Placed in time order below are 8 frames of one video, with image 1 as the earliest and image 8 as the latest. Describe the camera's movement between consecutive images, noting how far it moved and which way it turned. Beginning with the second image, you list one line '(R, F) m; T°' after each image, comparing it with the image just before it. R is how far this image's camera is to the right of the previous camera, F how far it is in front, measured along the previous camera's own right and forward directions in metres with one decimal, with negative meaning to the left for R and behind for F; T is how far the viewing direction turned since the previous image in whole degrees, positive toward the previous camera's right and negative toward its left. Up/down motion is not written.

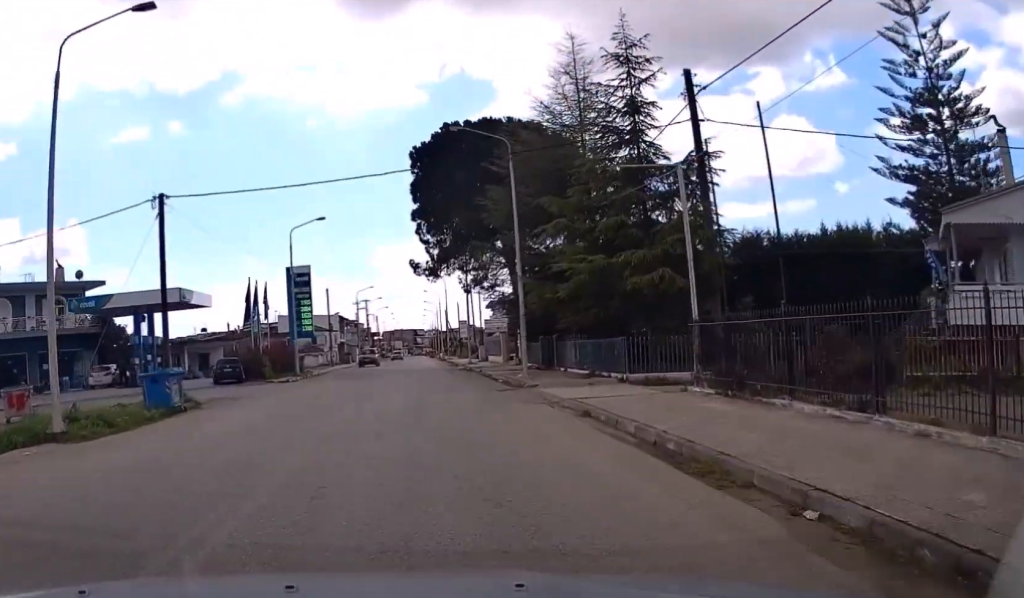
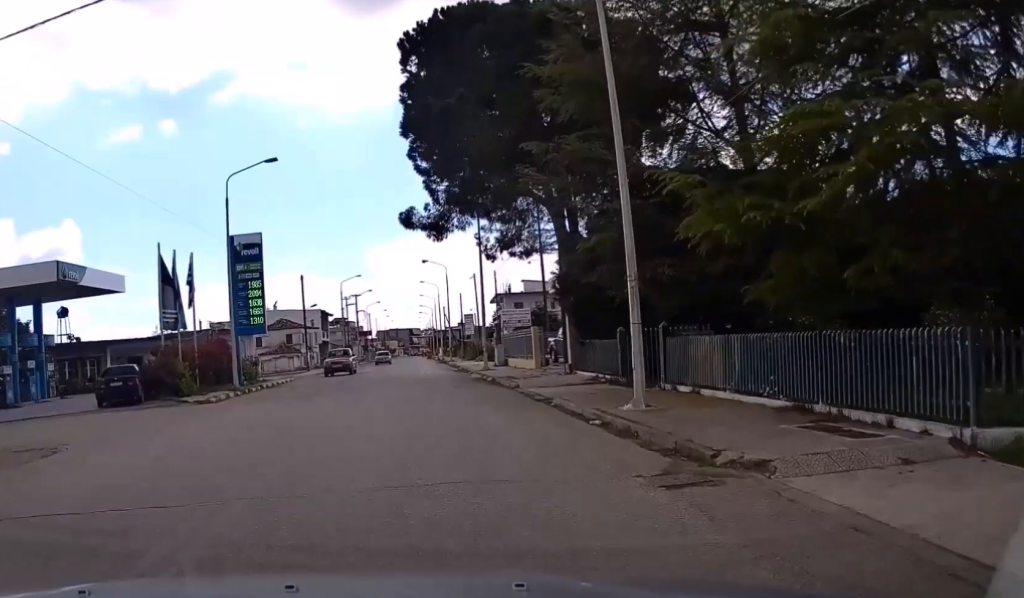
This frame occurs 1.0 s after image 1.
(+0.2, +15.3) m; 0°
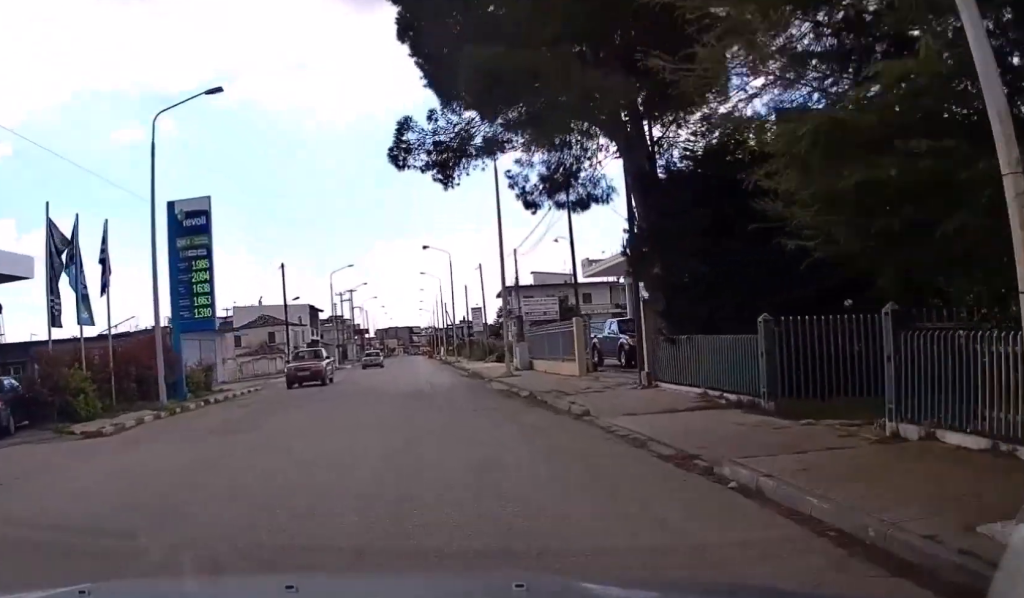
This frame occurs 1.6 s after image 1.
(0.0, +9.6) m; +1°
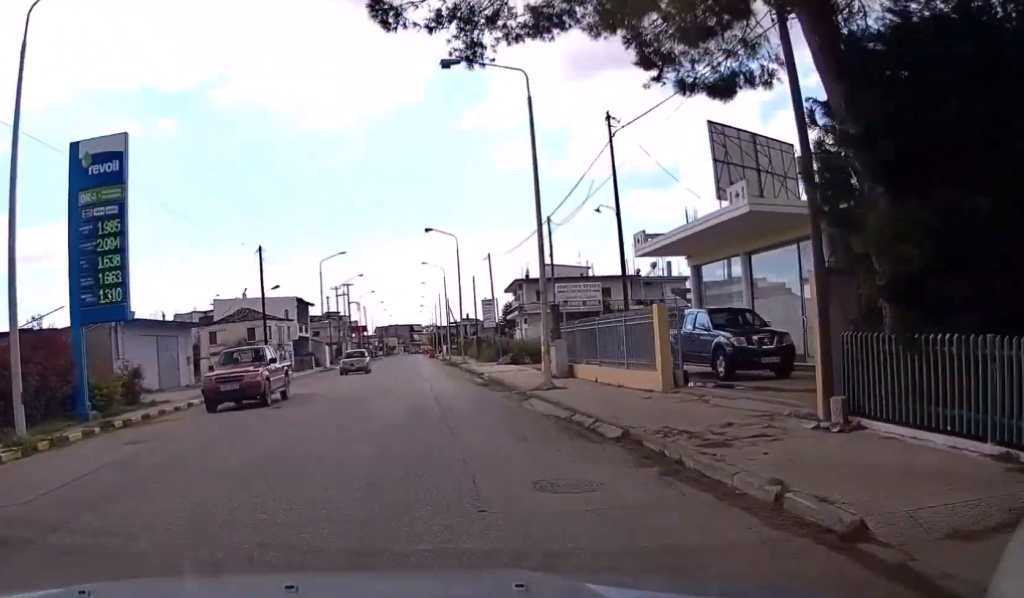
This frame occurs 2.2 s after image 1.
(-0.1, +9.1) m; +1°
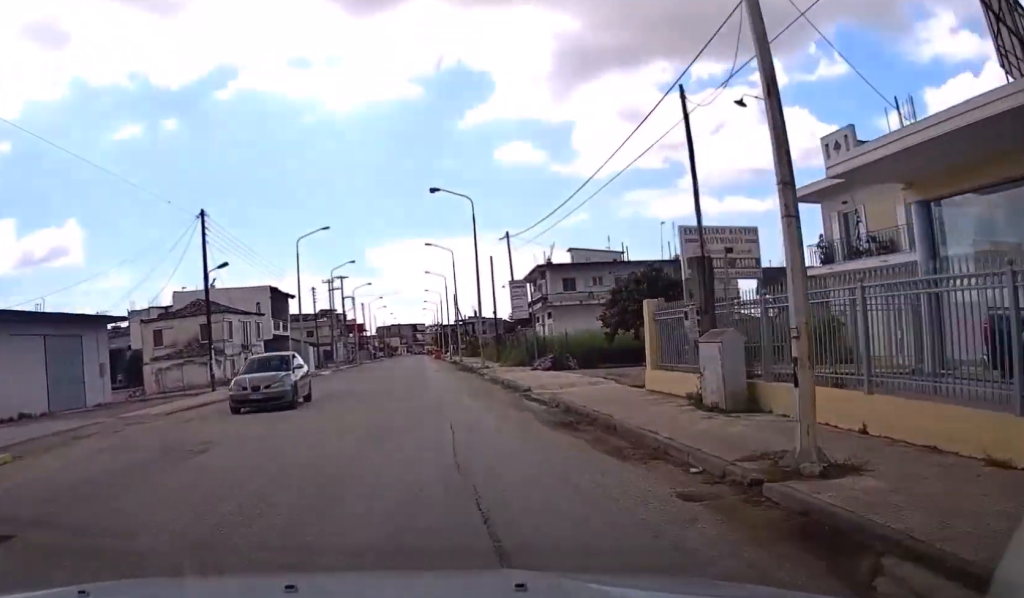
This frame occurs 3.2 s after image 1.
(+0.3, +14.1) m; 0°
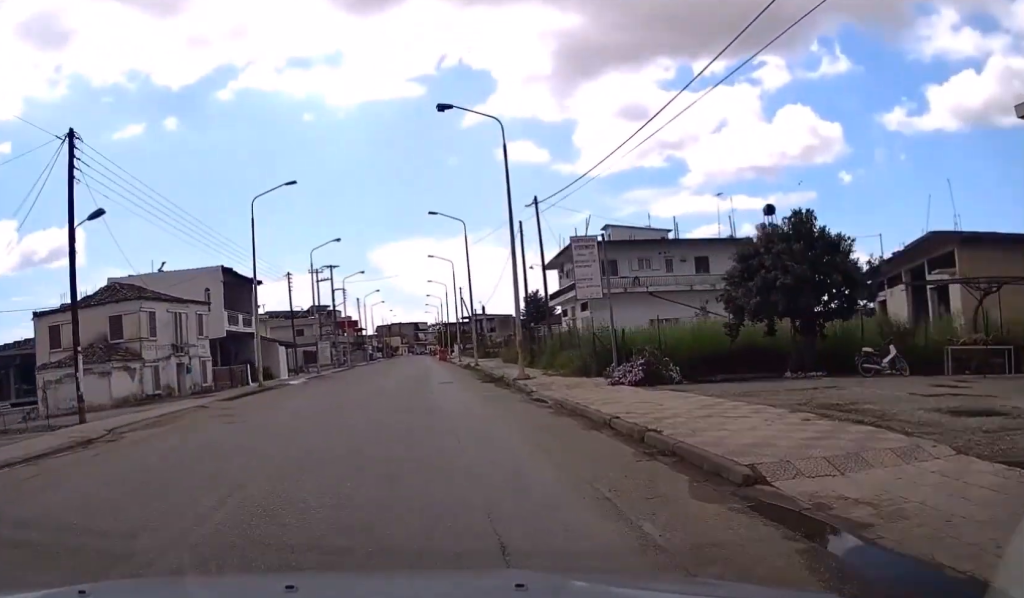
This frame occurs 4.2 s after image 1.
(-0.4, +14.3) m; -2°
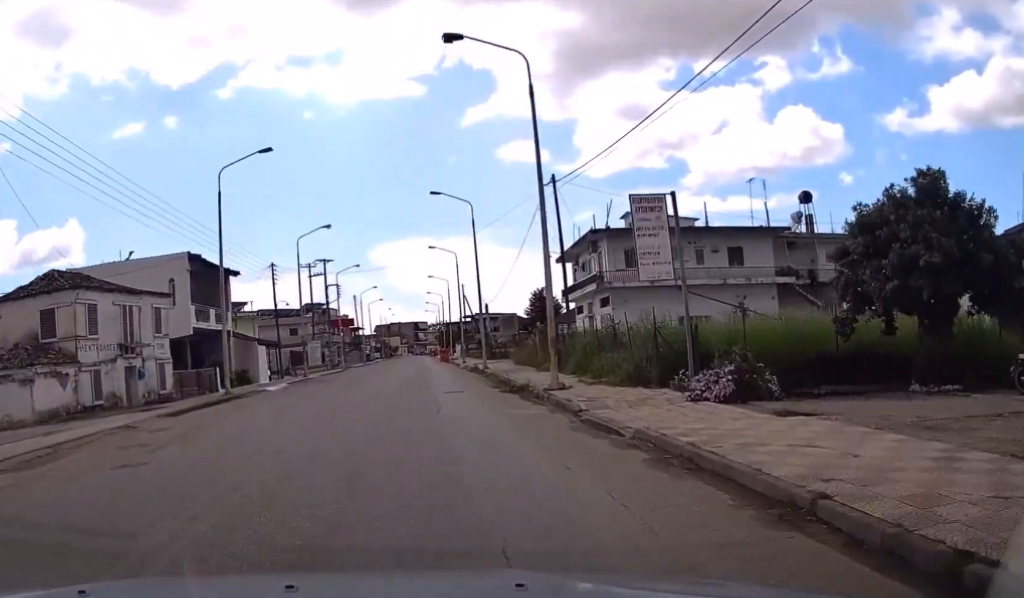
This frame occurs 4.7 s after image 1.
(0.0, +6.3) m; 0°
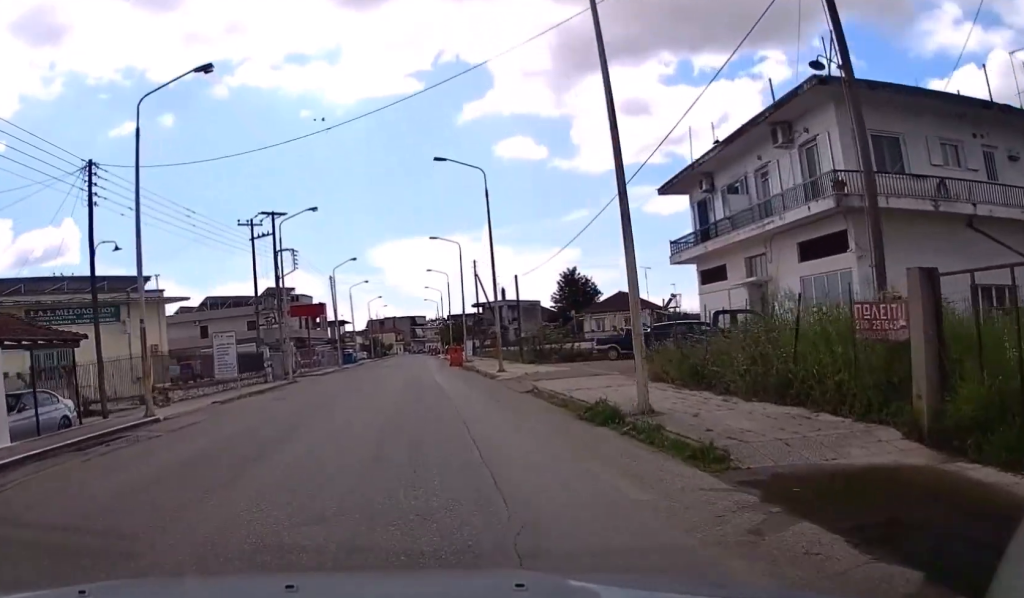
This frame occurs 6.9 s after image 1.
(+0.1, +29.0) m; 0°
